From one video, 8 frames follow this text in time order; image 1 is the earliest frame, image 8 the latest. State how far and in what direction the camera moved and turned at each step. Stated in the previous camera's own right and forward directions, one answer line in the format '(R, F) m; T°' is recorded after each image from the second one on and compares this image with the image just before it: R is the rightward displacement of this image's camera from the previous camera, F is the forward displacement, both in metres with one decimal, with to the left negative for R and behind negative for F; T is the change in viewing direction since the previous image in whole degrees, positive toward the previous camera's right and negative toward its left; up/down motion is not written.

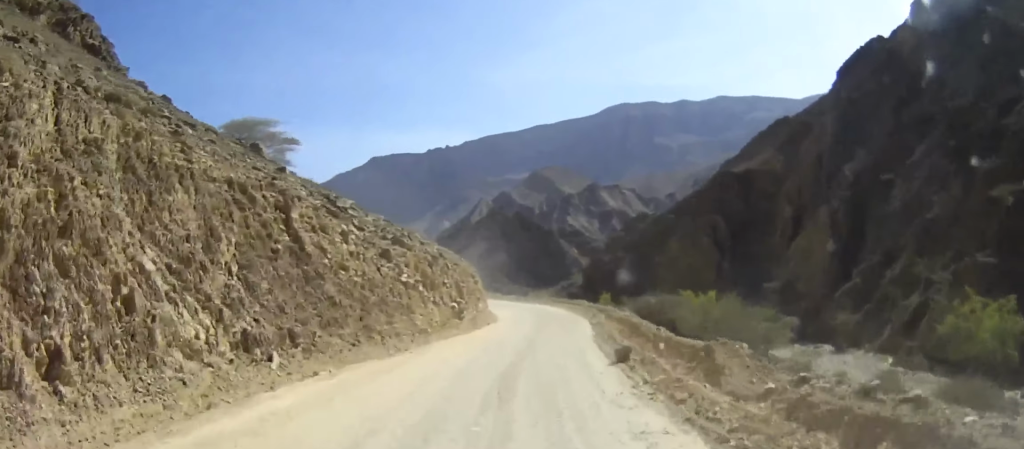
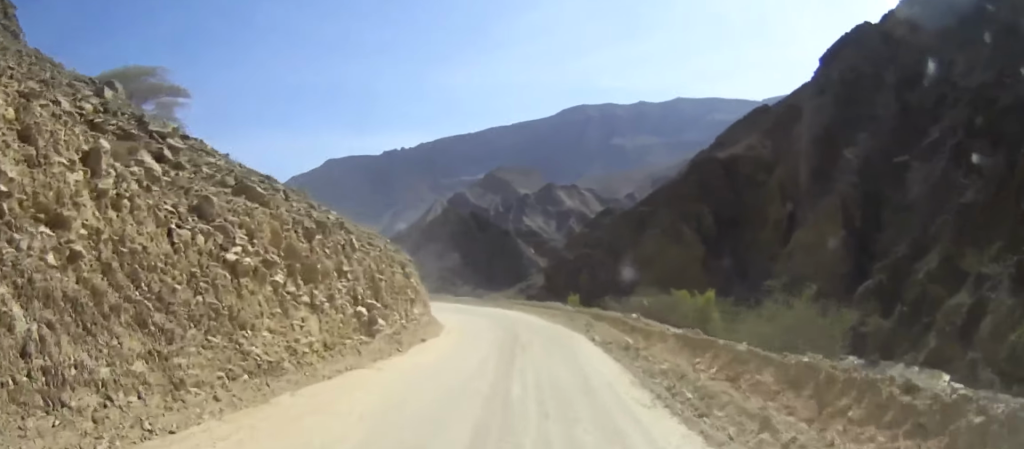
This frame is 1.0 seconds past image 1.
(+0.2, +15.4) m; +2°
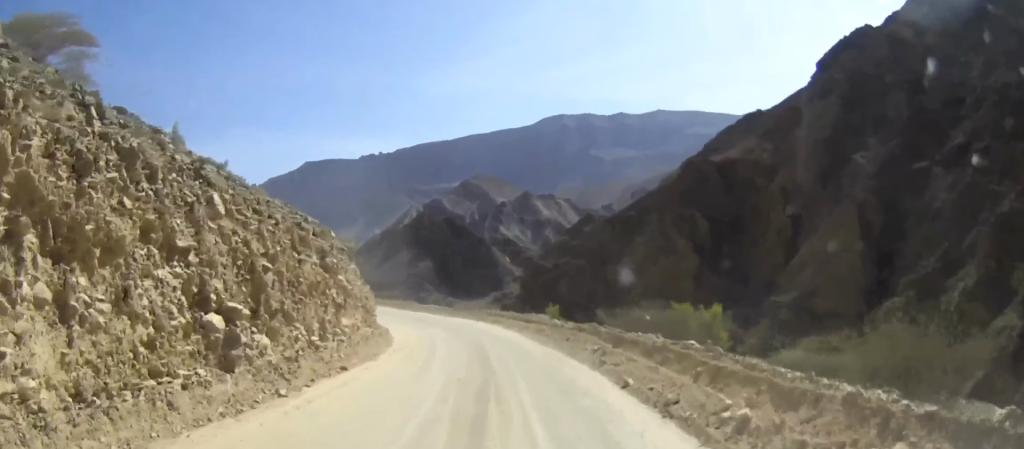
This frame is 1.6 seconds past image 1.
(+0.2, +9.5) m; +1°
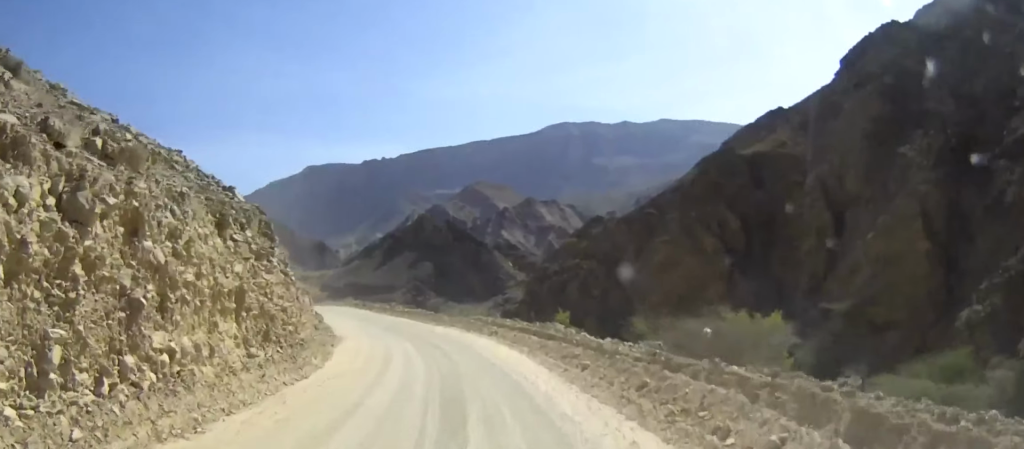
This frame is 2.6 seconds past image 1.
(0.0, +12.9) m; 0°
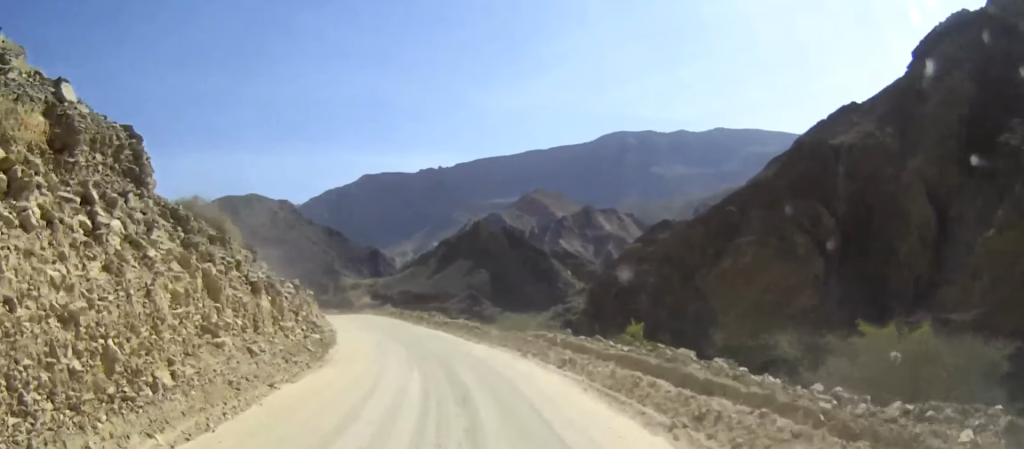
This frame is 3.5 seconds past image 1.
(0.0, +11.6) m; -3°
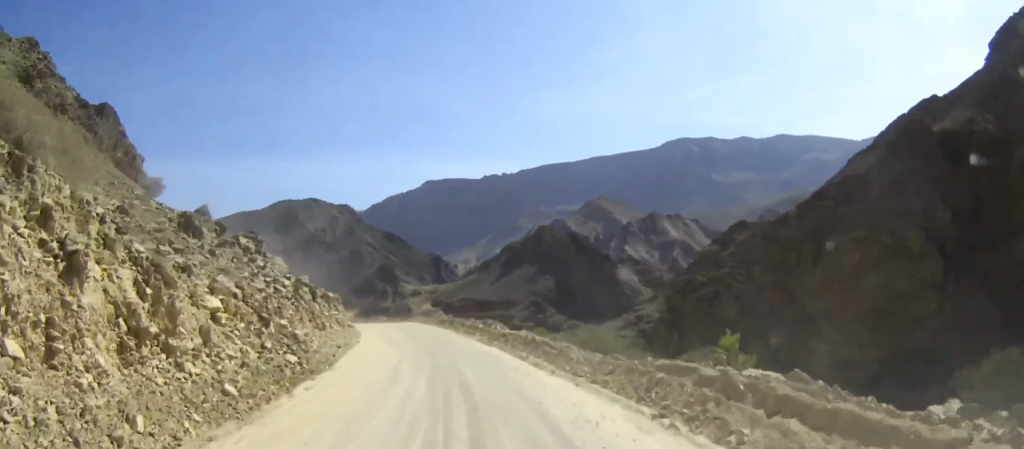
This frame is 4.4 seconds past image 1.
(-0.5, +11.1) m; -5°
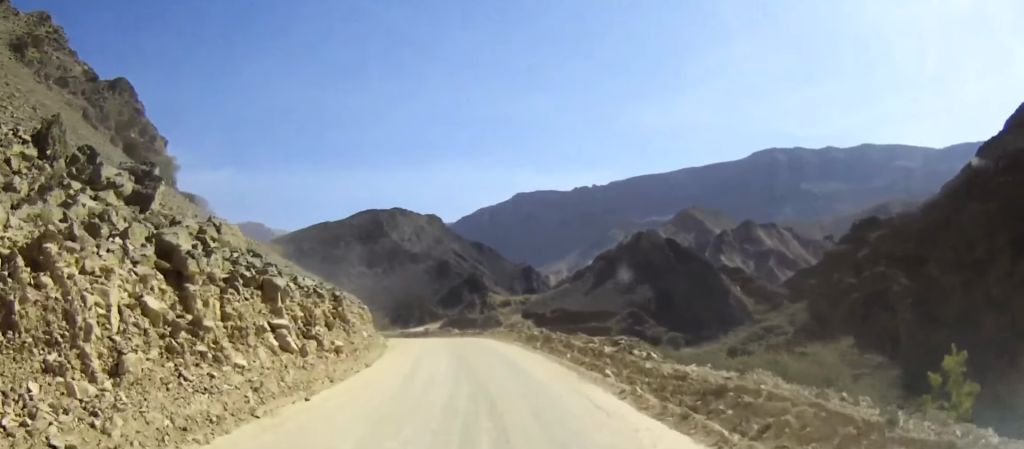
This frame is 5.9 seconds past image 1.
(-1.4, +20.4) m; -7°
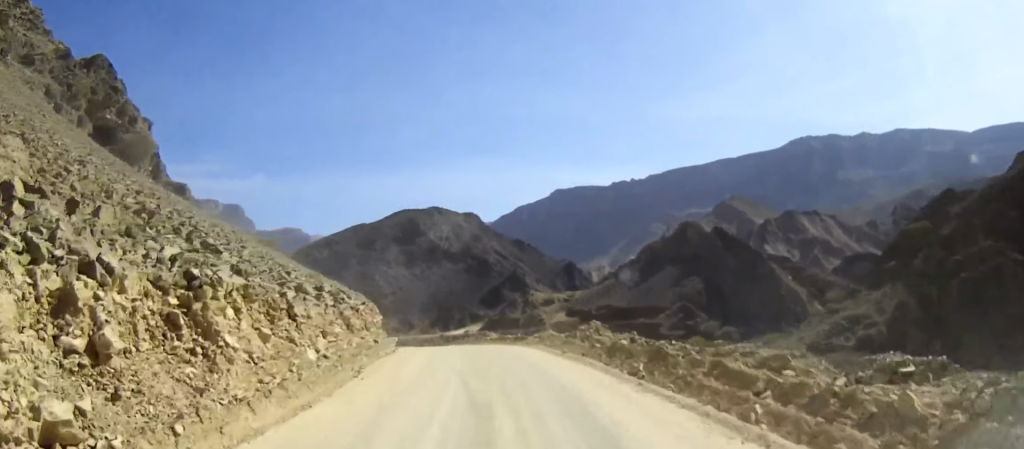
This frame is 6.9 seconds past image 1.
(-0.4, +14.5) m; -3°
